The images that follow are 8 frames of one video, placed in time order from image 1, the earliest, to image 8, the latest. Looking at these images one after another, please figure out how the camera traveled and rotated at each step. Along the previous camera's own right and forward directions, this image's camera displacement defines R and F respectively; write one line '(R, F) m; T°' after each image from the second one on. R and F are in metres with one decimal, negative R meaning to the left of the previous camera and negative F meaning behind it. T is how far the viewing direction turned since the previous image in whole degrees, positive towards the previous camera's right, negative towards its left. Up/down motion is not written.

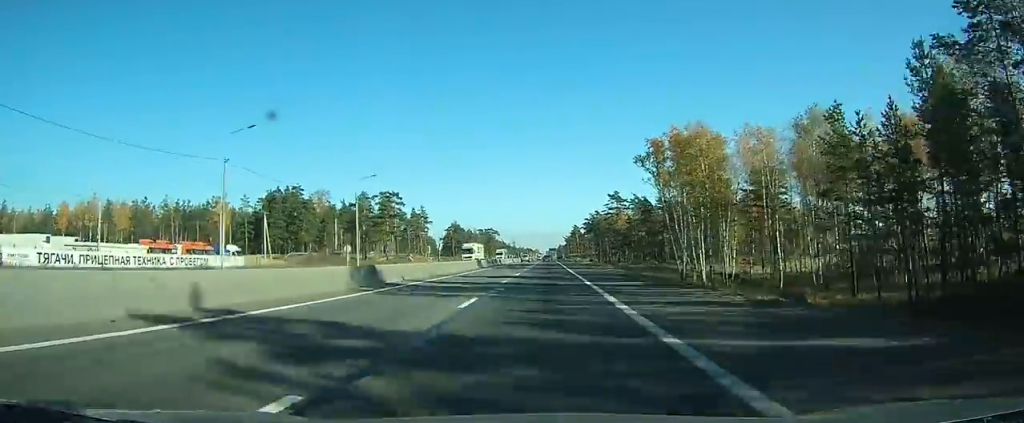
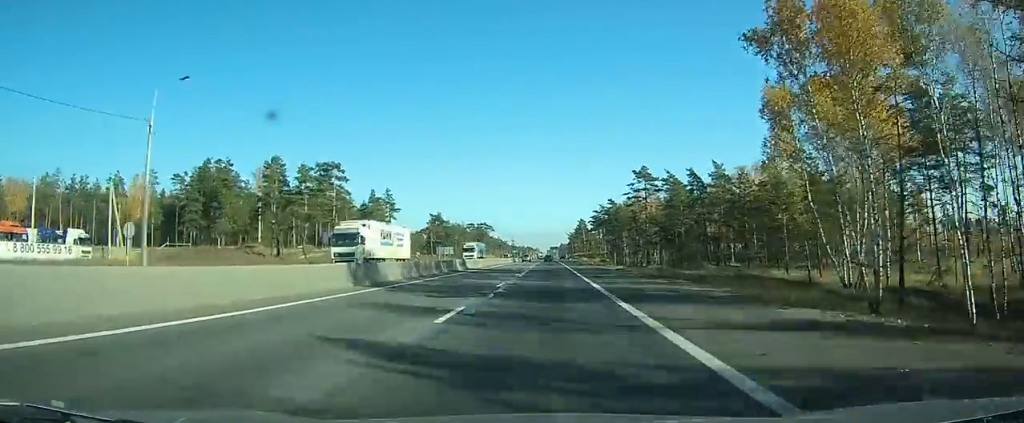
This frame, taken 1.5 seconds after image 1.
(-0.2, +40.7) m; 0°
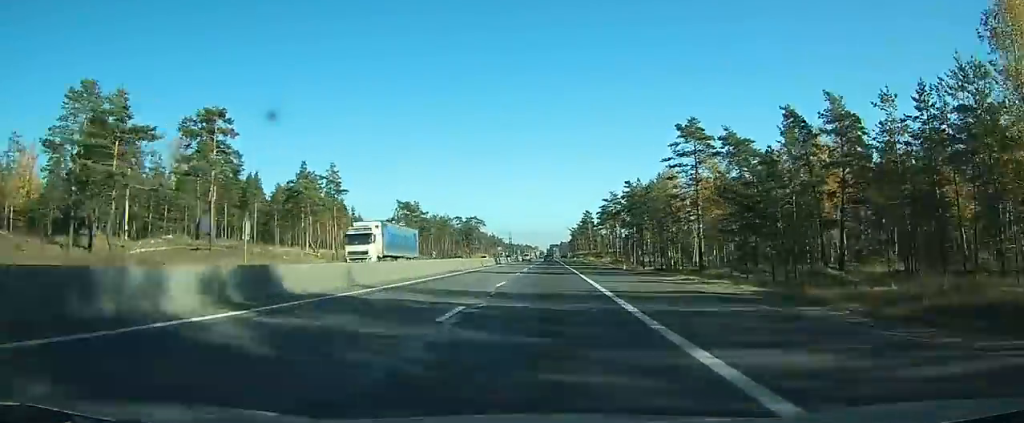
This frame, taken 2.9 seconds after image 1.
(0.0, +35.5) m; 0°
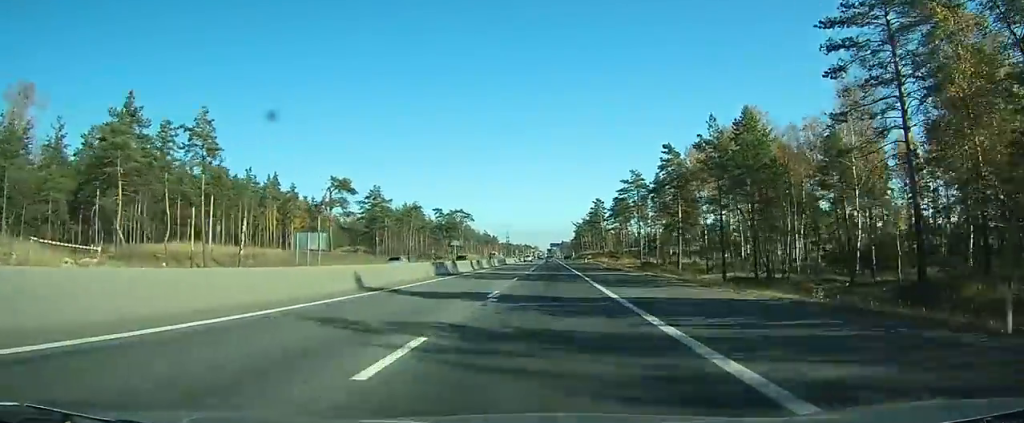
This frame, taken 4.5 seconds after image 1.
(0.0, +39.1) m; 0°
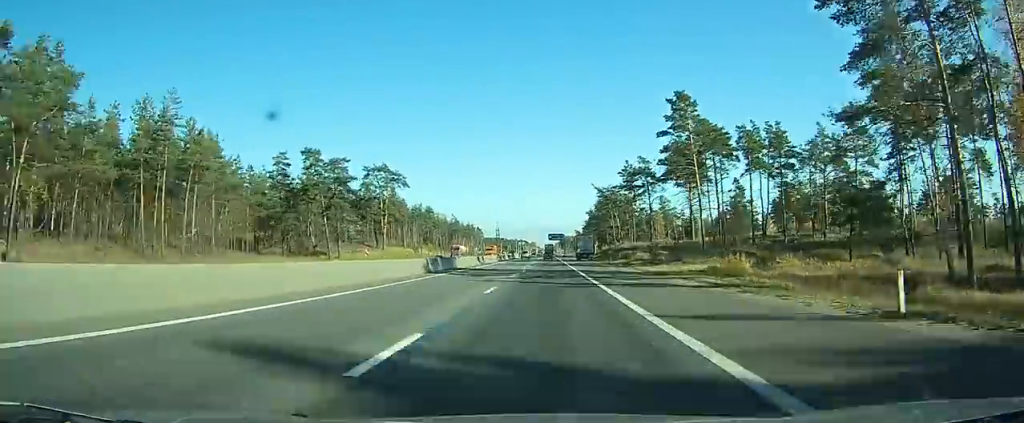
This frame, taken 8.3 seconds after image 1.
(+0.1, +89.7) m; 0°
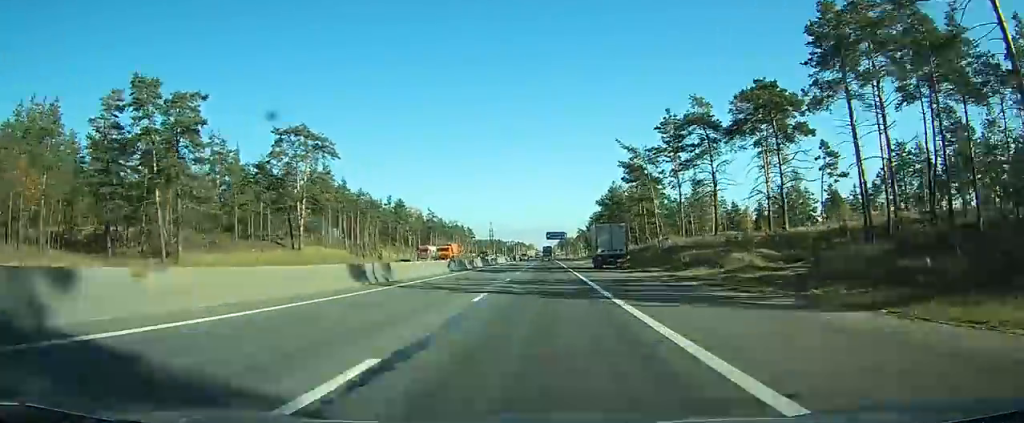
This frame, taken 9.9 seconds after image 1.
(0.0, +37.5) m; 0°
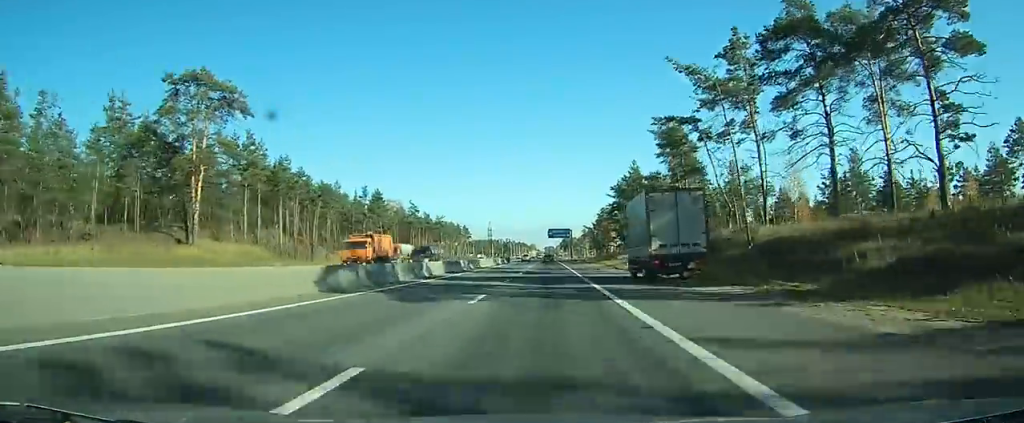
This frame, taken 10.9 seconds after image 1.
(-0.1, +24.4) m; 0°
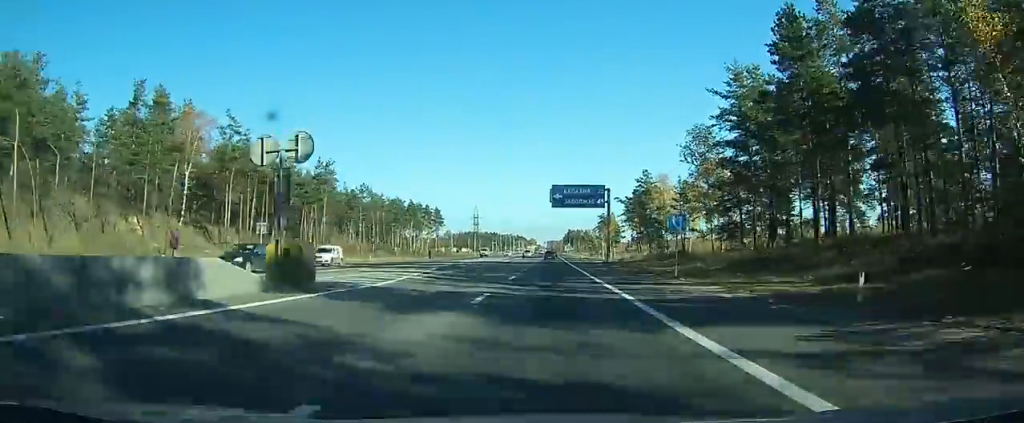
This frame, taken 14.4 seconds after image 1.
(-0.4, +88.6) m; 0°
